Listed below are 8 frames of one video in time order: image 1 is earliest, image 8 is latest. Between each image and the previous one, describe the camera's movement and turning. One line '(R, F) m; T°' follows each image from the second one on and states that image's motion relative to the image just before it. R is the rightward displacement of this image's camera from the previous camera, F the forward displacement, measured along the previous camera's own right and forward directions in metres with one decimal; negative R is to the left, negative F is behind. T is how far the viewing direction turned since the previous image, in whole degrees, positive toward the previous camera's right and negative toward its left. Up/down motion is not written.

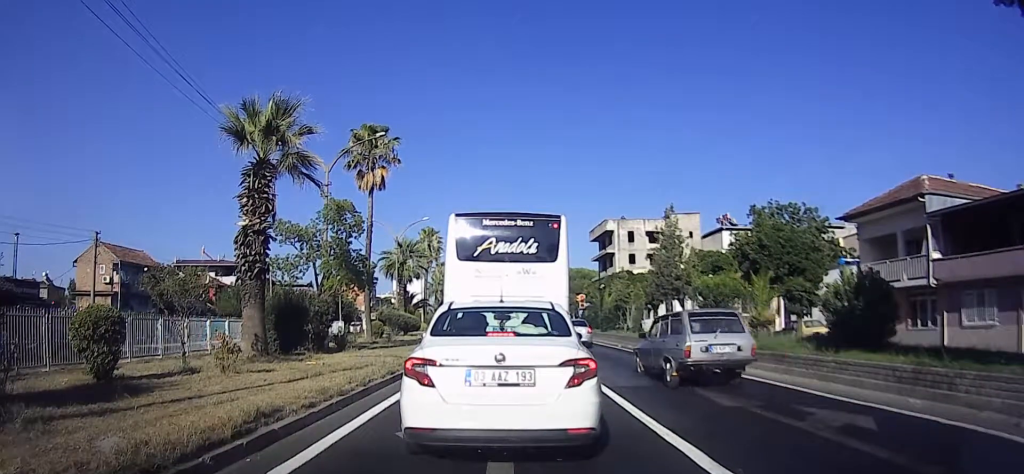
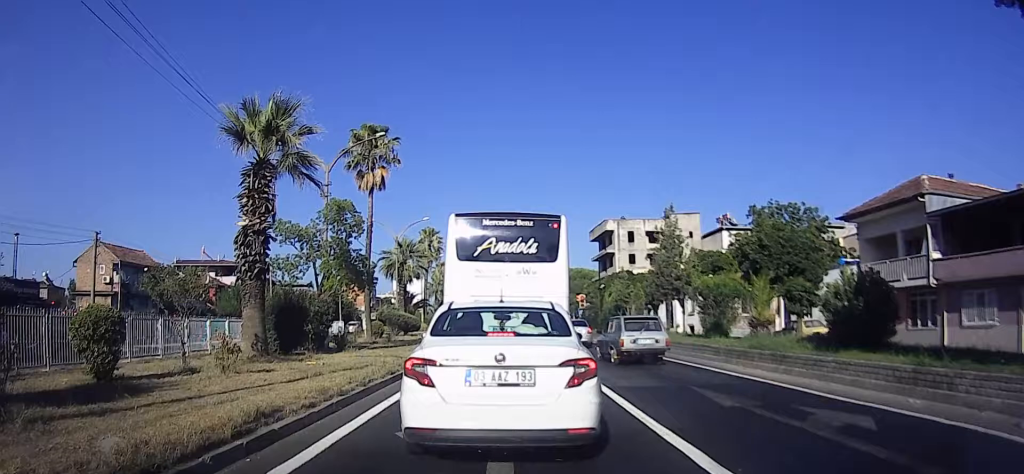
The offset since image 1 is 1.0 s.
(0.0, 0.0) m; 0°
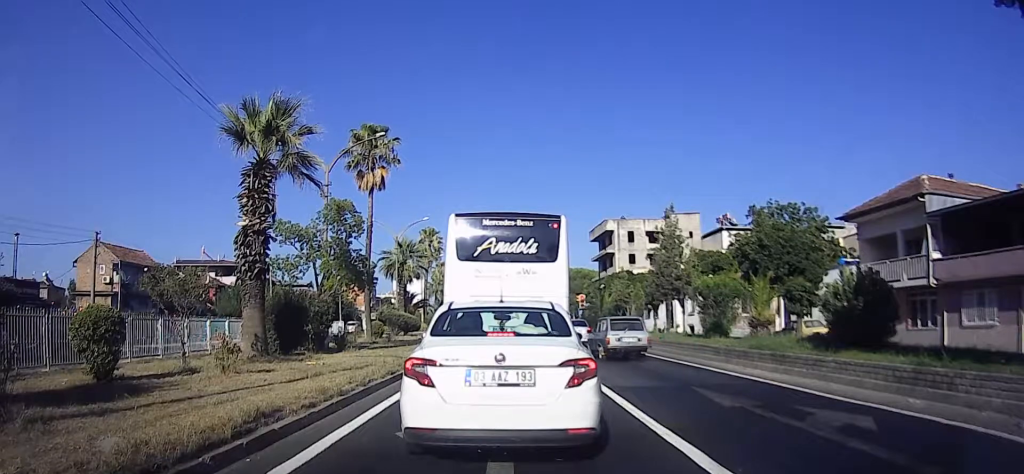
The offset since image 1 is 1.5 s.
(0.0, 0.0) m; 0°
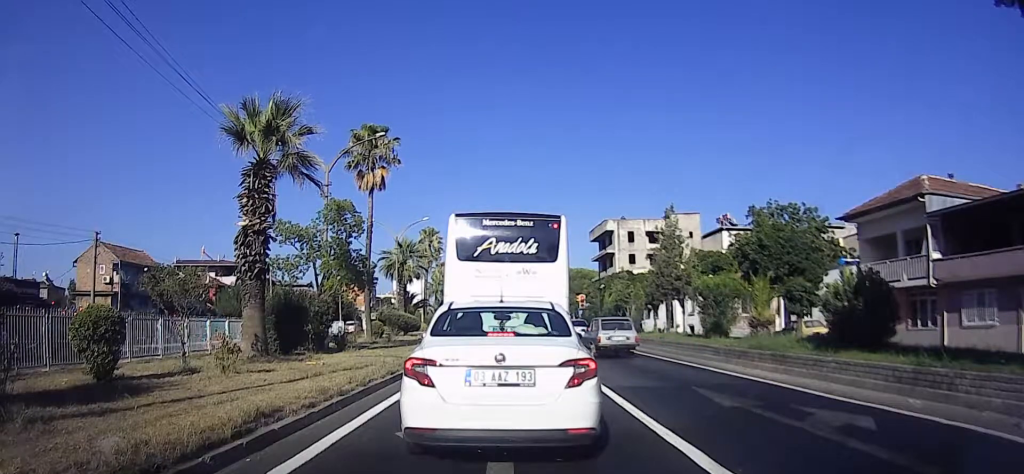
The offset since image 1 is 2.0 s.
(0.0, 0.0) m; 0°
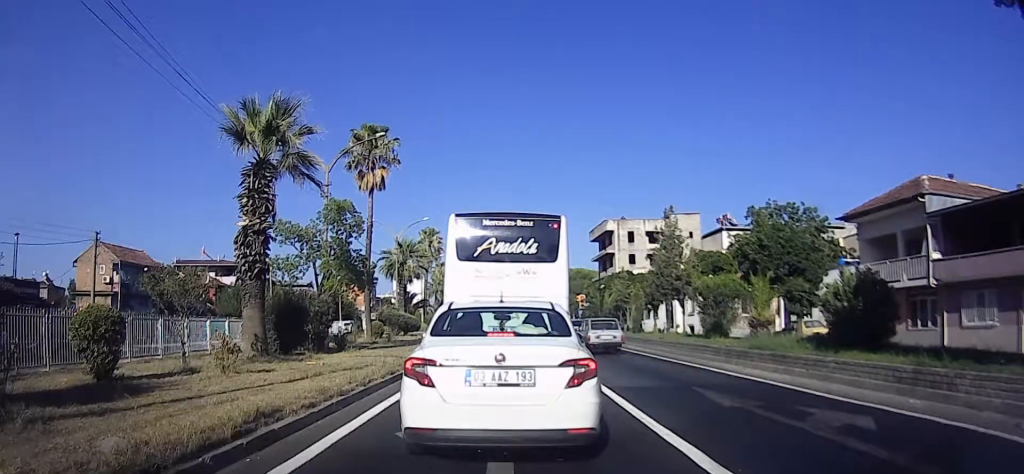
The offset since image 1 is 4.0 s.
(0.0, 0.0) m; 0°
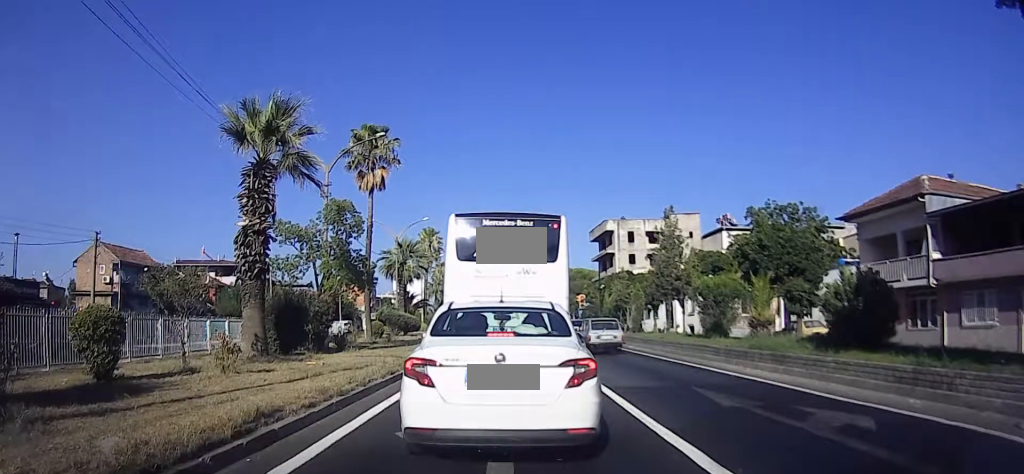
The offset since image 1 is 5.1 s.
(0.0, 0.0) m; 0°
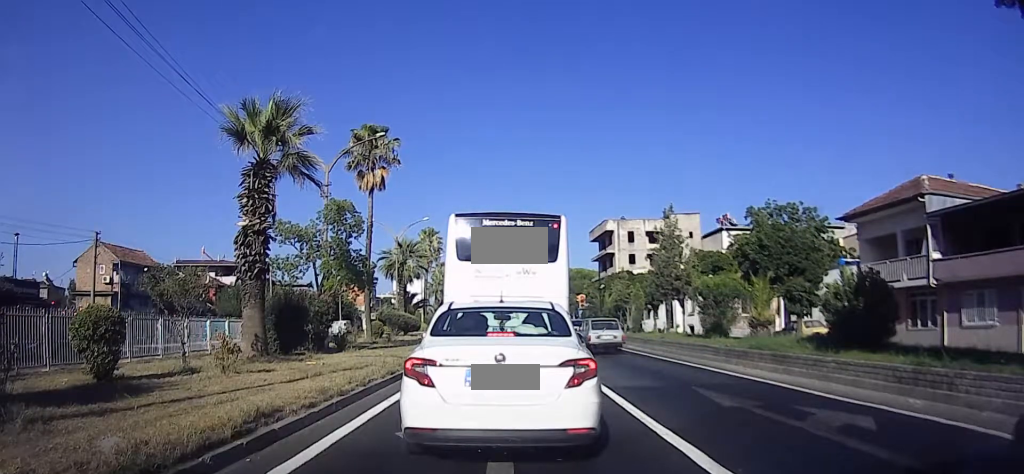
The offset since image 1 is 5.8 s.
(0.0, 0.0) m; 0°
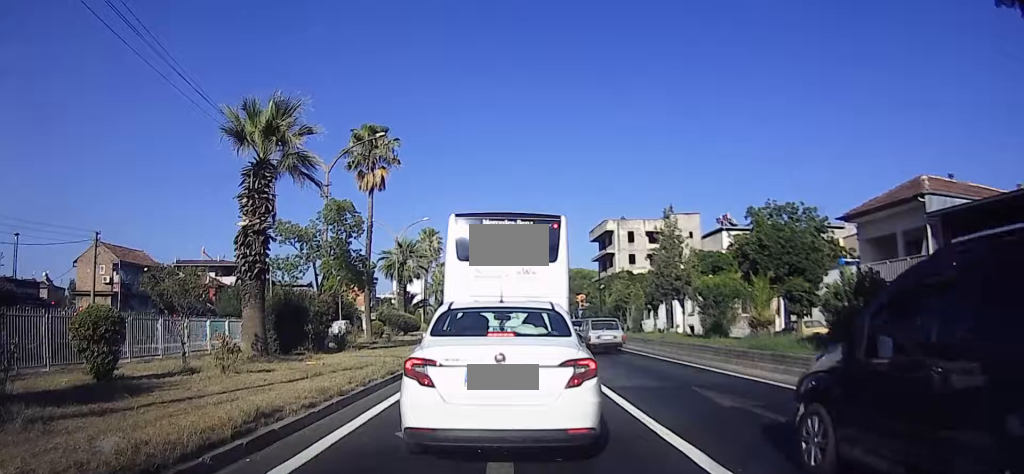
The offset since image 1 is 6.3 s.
(0.0, 0.0) m; 0°
